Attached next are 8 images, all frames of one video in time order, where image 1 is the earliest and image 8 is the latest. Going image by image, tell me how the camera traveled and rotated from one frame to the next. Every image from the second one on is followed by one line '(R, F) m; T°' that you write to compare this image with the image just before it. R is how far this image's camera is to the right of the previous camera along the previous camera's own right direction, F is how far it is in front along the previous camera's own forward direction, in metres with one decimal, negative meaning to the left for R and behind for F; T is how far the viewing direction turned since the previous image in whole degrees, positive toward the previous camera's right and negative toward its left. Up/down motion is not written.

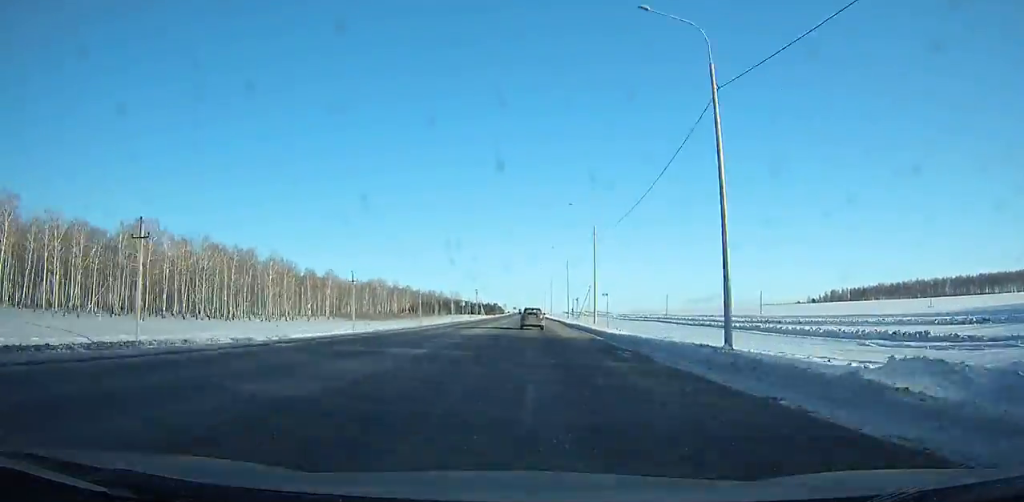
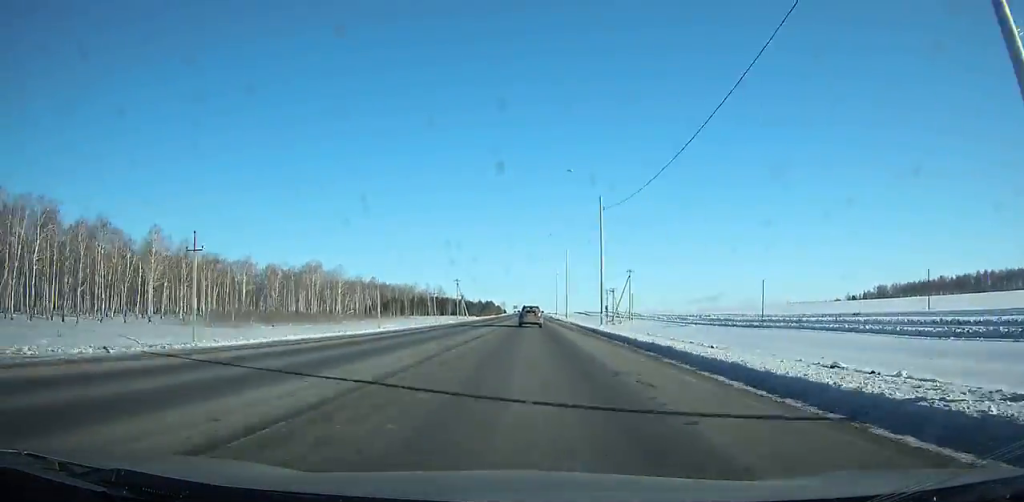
(-0.1, +94.2) m; 0°
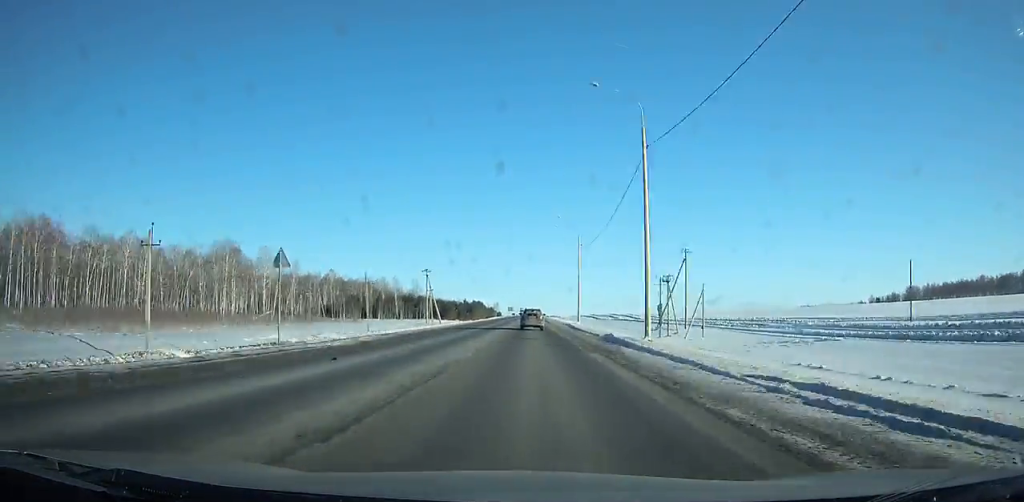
(0.0, +57.5) m; 0°
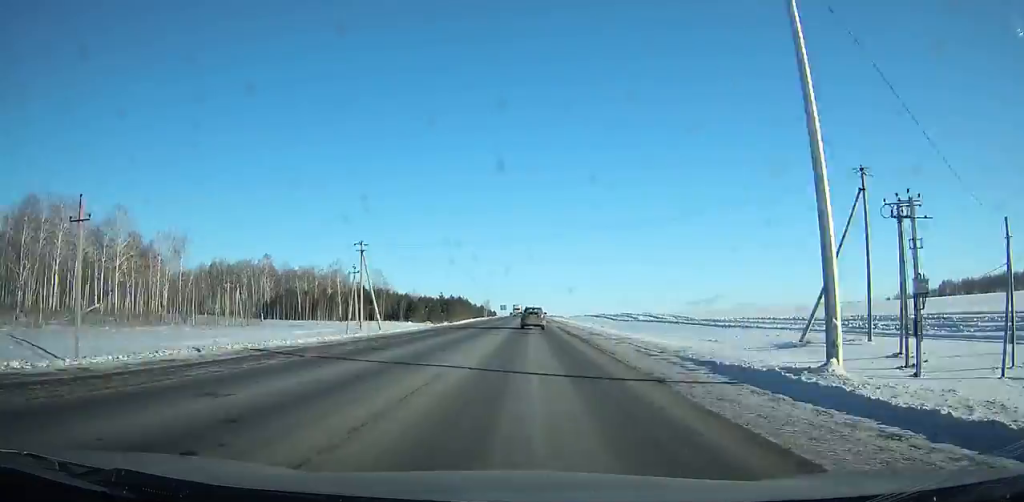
(0.0, +57.8) m; 0°
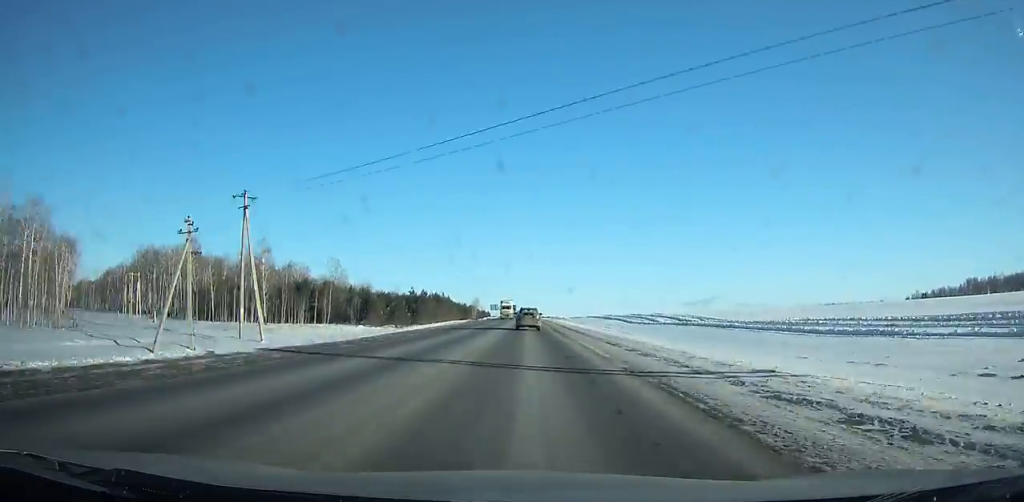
(0.0, +37.8) m; 0°
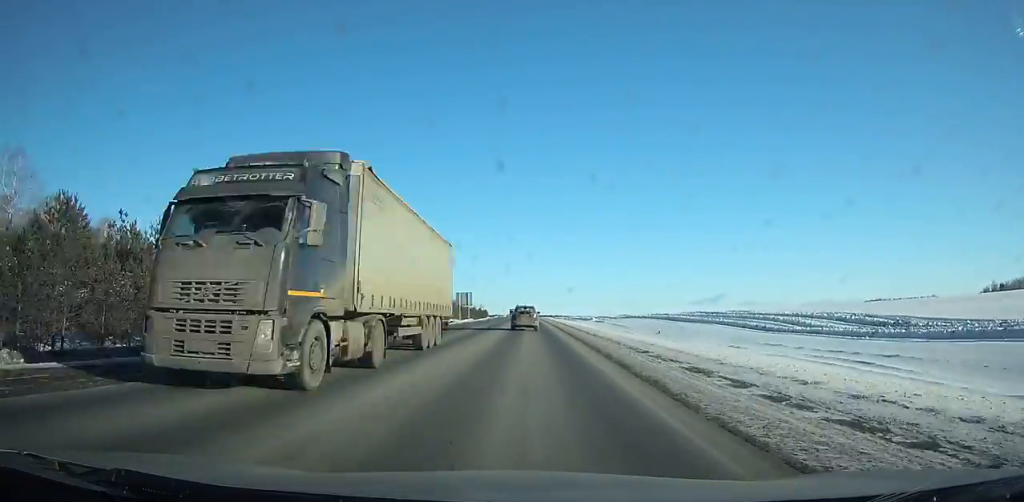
(-0.2, +102.1) m; 0°
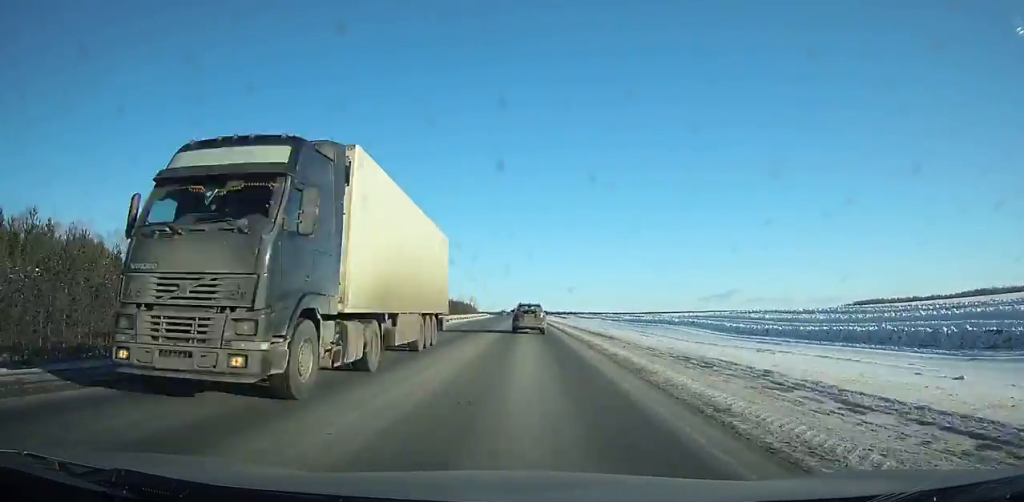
(-1.3, +180.9) m; -1°
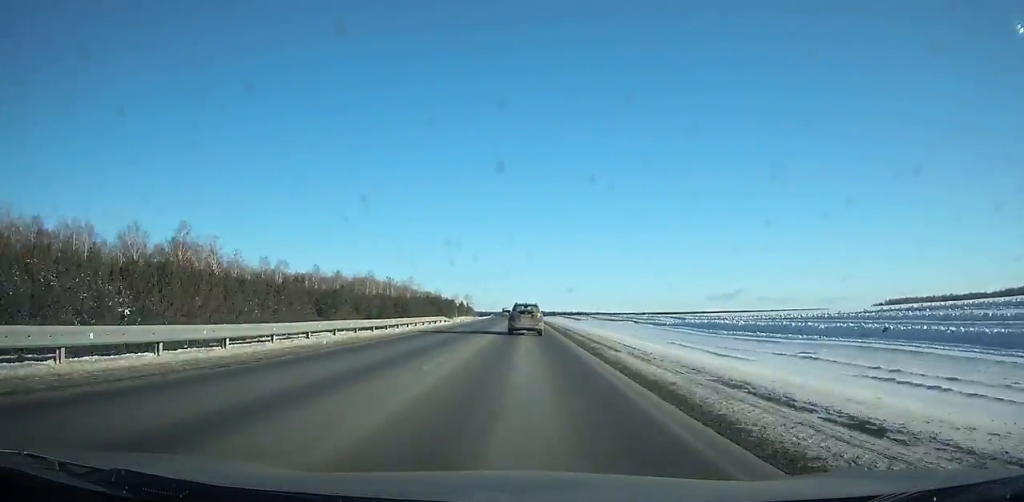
(-0.2, +63.6) m; -1°
